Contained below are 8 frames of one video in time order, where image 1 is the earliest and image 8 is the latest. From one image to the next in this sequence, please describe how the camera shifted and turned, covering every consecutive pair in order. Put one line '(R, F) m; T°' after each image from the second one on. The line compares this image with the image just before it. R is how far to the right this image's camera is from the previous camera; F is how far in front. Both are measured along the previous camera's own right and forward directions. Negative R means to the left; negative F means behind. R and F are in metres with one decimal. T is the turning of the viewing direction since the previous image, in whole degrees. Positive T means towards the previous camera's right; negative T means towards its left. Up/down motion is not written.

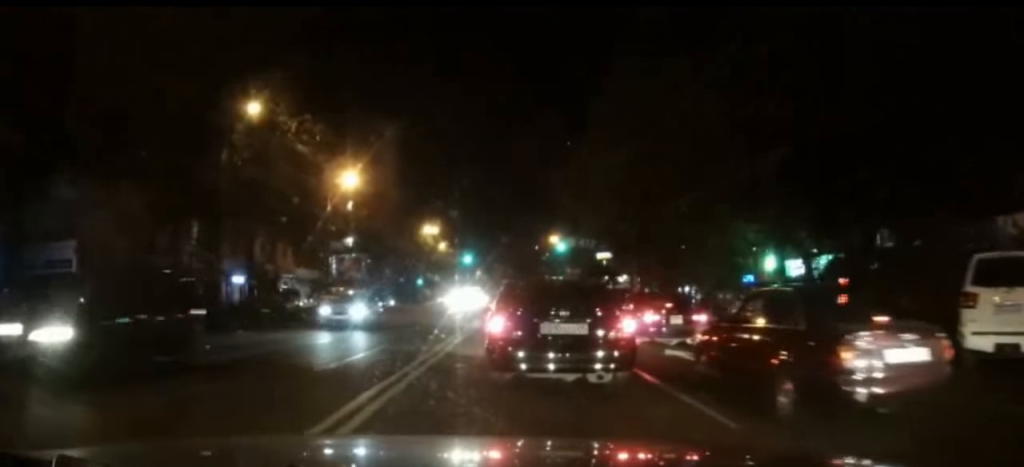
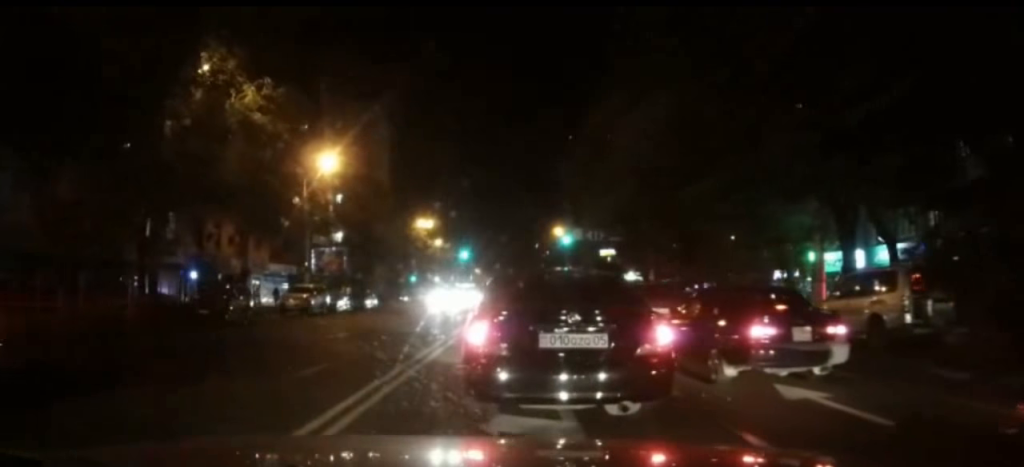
(+0.1, +5.1) m; -3°
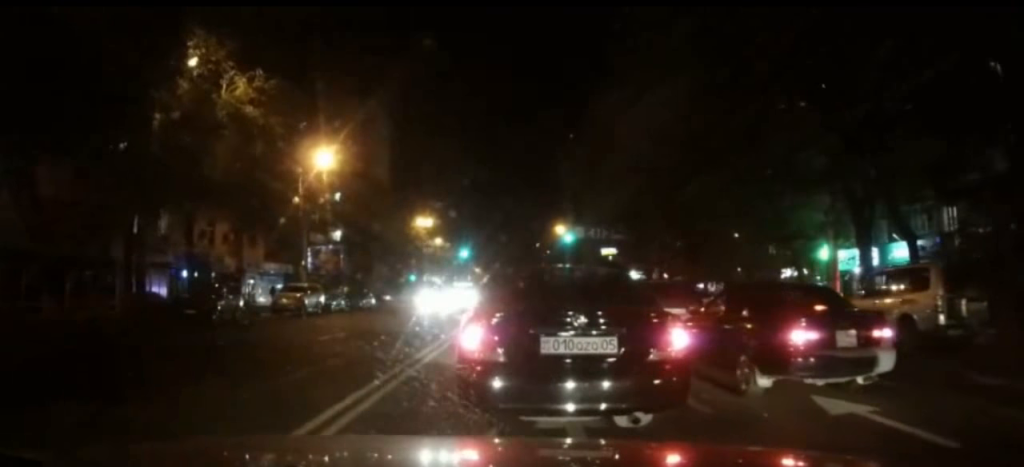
(0.0, +1.0) m; -1°
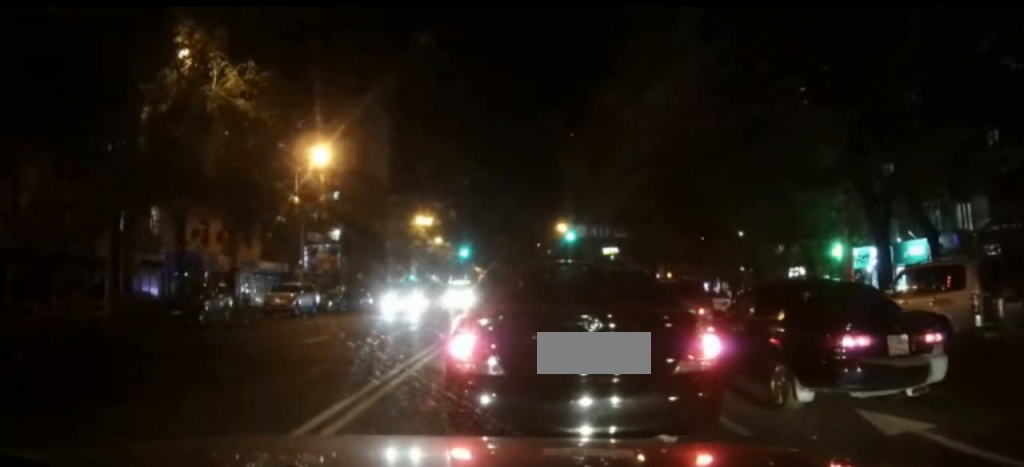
(-0.1, +1.3) m; 0°
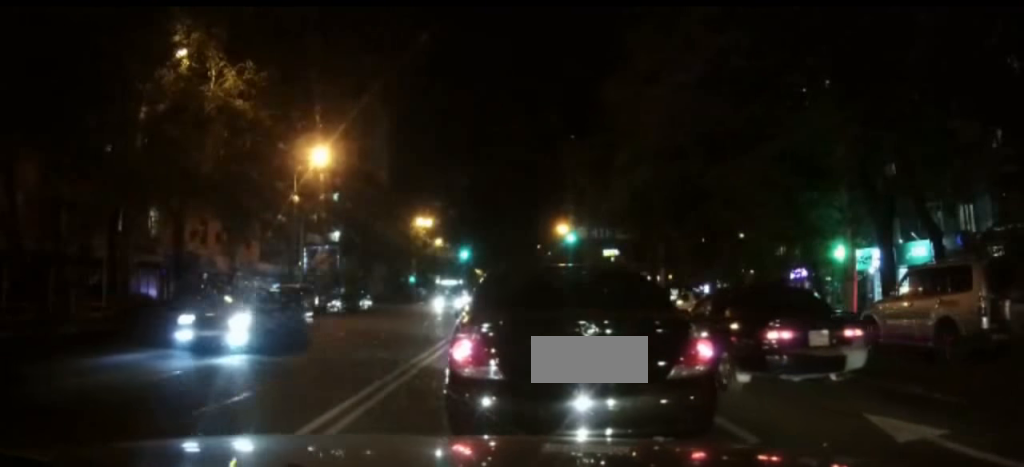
(0.0, +1.0) m; 0°
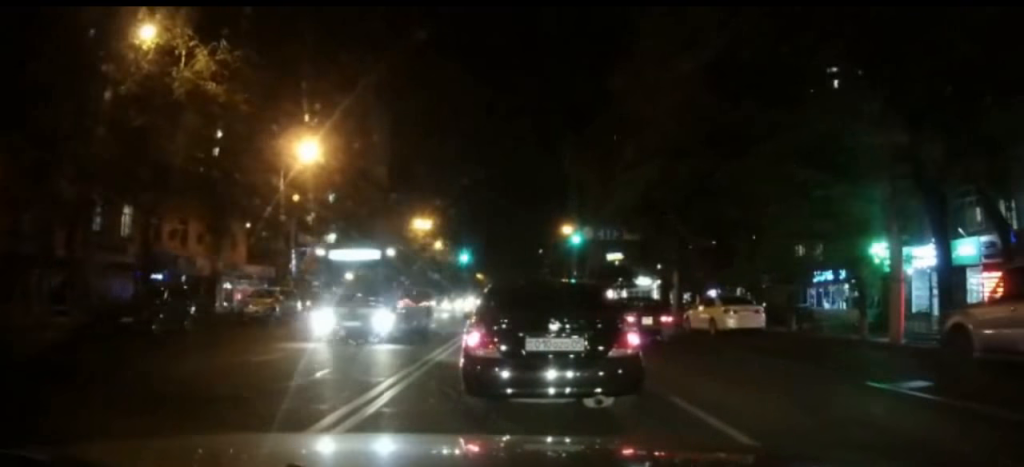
(+0.5, +3.9) m; +3°
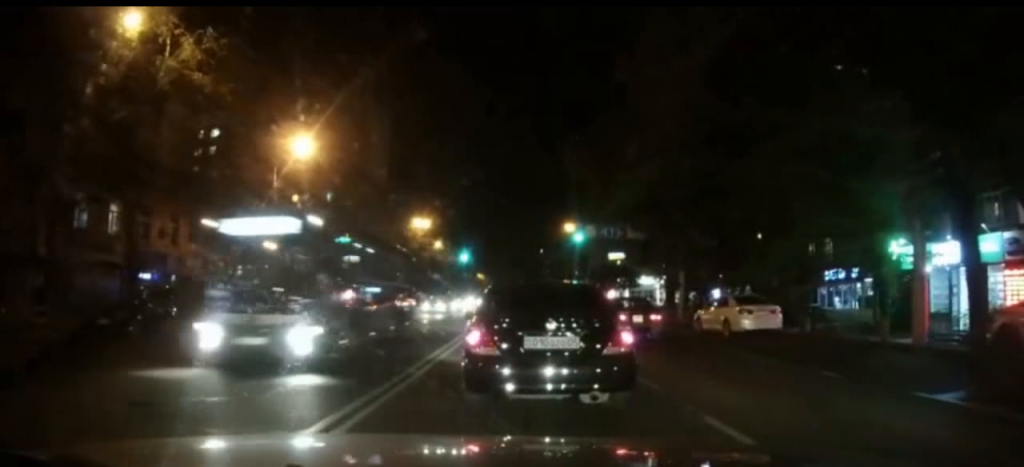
(0.0, +1.4) m; 0°
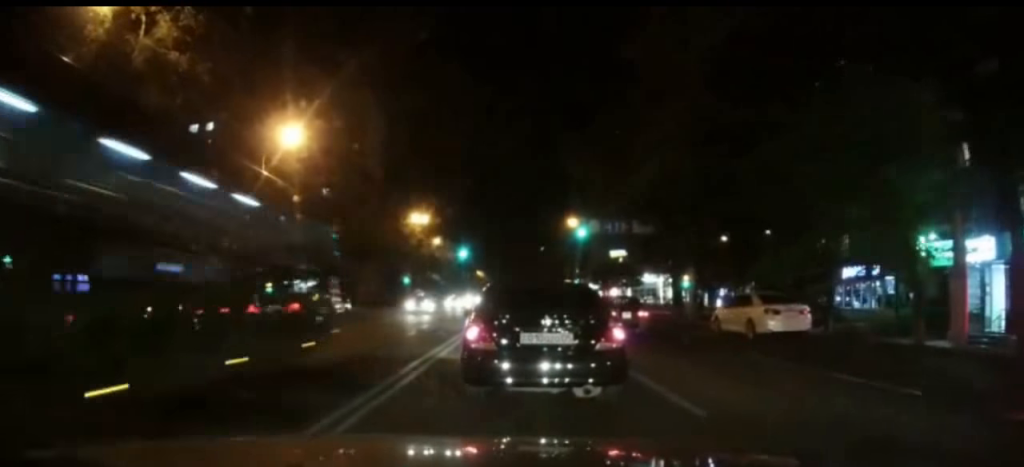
(0.0, +1.9) m; -1°
